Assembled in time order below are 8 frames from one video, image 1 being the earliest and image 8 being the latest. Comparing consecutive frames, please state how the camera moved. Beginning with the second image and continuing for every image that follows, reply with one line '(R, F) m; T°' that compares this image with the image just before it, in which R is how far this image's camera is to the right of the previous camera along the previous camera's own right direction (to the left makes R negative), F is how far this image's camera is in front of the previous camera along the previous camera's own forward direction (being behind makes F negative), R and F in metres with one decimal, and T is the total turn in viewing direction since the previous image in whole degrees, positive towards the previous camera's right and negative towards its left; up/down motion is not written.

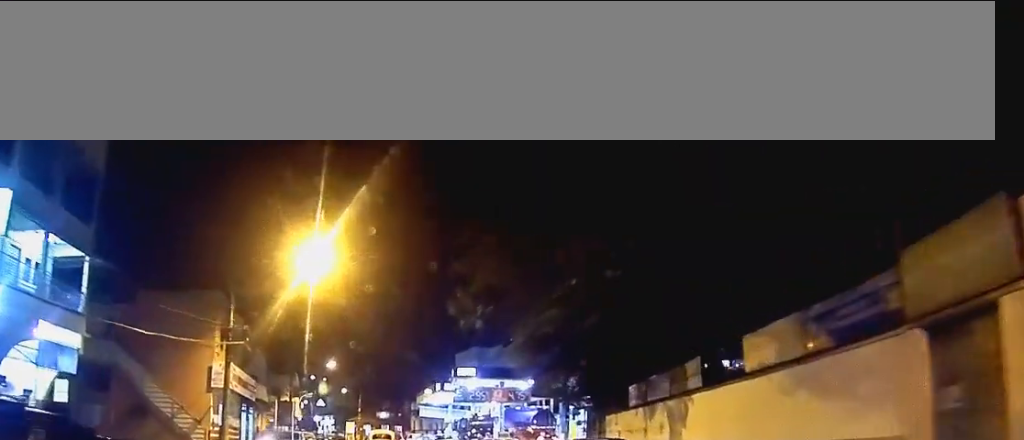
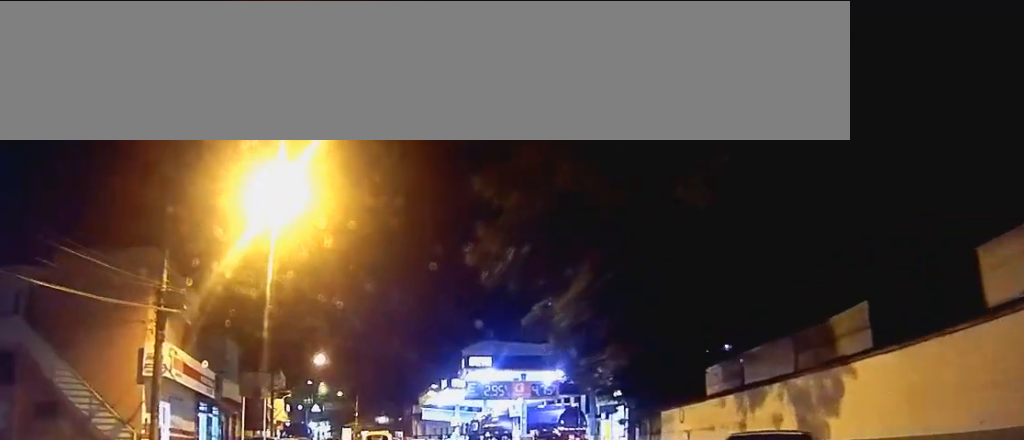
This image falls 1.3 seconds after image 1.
(-0.2, +8.6) m; -1°
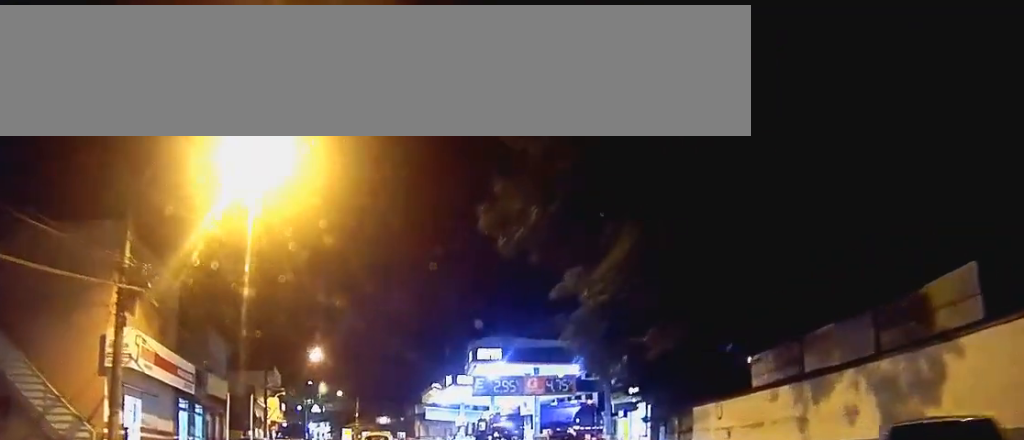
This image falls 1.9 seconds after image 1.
(0.0, +3.3) m; 0°
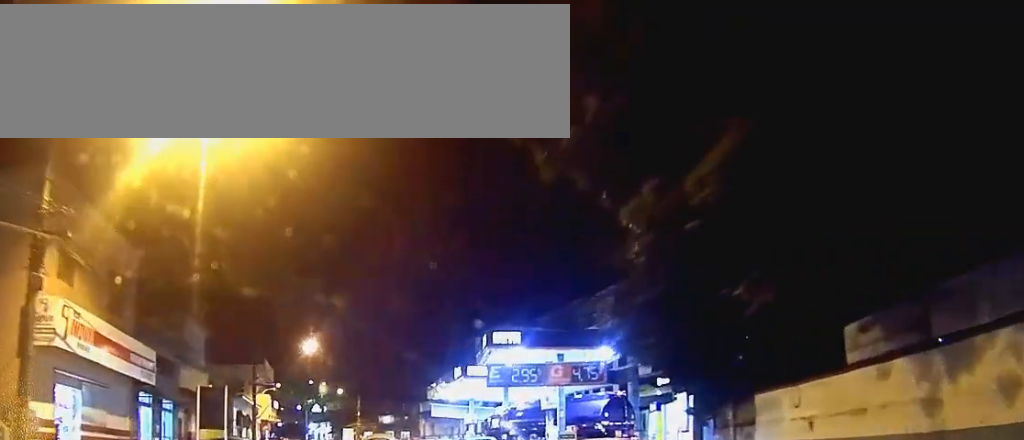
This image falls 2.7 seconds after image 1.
(0.0, +4.9) m; 0°
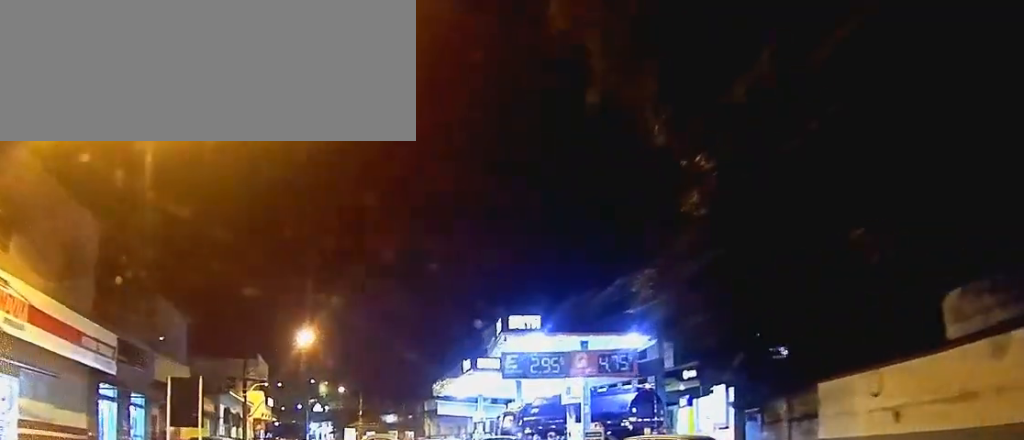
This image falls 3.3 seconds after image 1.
(0.0, +3.7) m; +1°
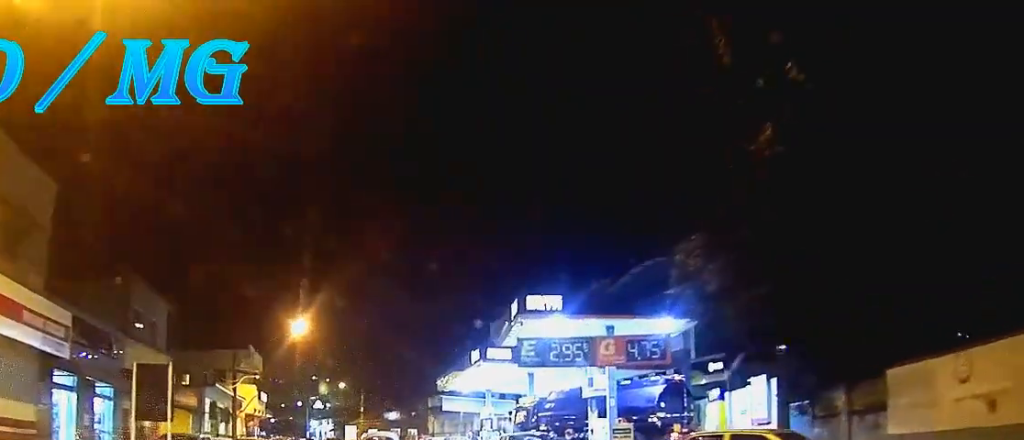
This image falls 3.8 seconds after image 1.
(+0.1, +3.1) m; +1°
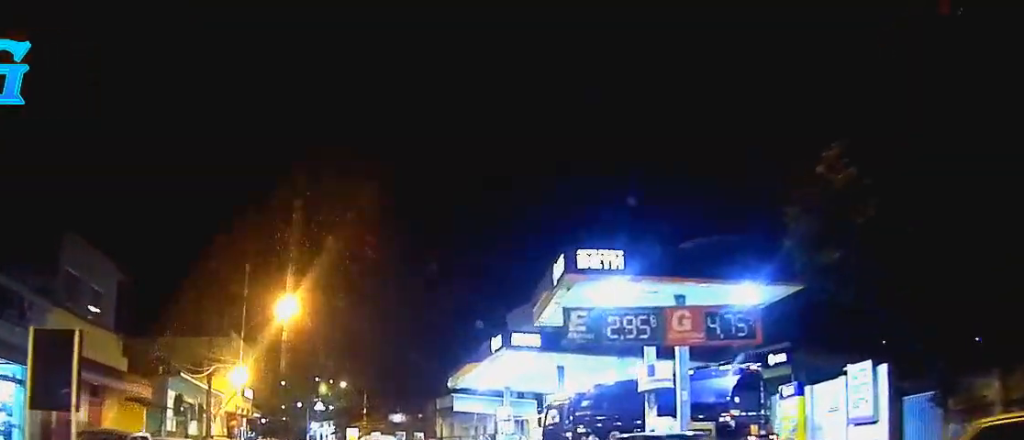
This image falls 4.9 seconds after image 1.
(+0.1, +5.8) m; +1°
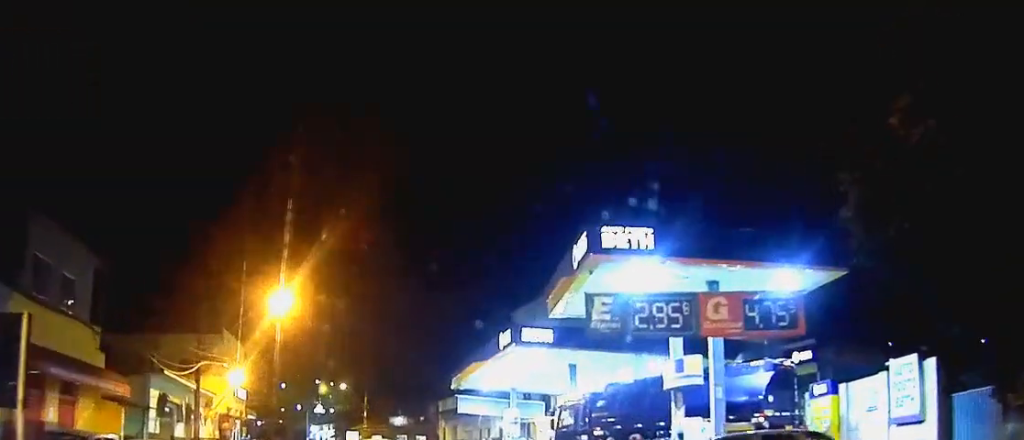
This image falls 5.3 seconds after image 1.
(0.0, +2.0) m; 0°
